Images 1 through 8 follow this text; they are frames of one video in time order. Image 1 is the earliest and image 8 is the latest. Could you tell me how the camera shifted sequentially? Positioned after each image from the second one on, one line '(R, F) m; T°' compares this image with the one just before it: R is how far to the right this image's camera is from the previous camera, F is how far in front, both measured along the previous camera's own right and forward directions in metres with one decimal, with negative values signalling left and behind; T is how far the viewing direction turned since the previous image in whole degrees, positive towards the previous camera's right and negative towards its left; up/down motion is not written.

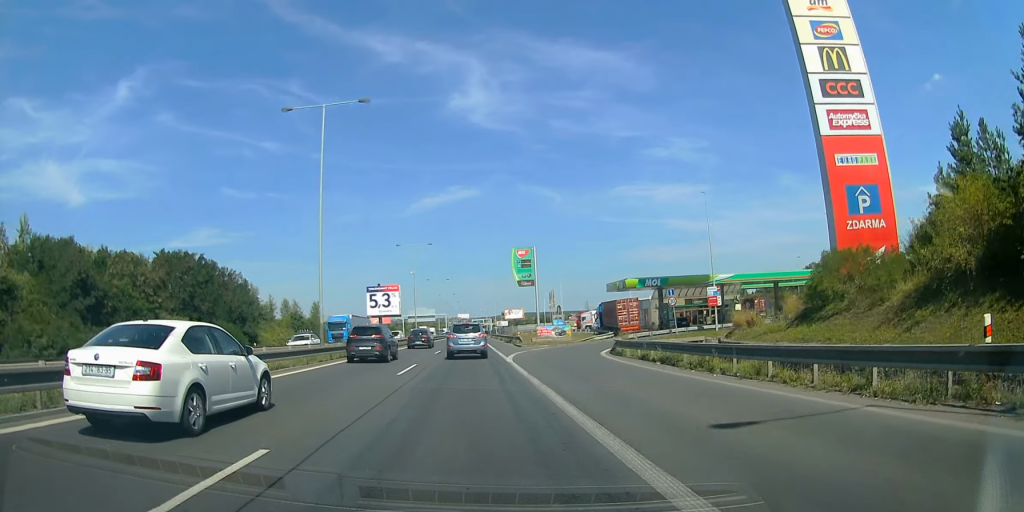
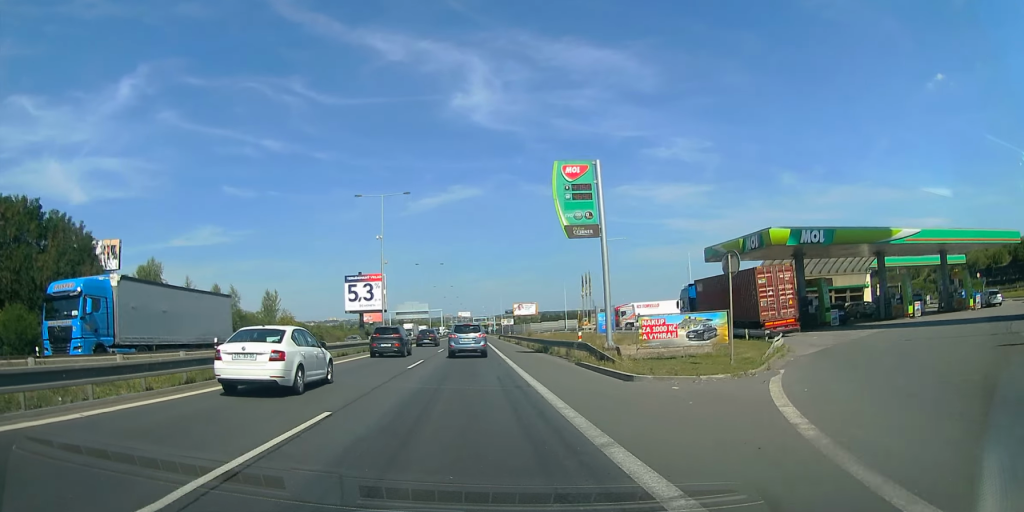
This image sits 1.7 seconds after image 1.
(-0.4, +32.2) m; 0°
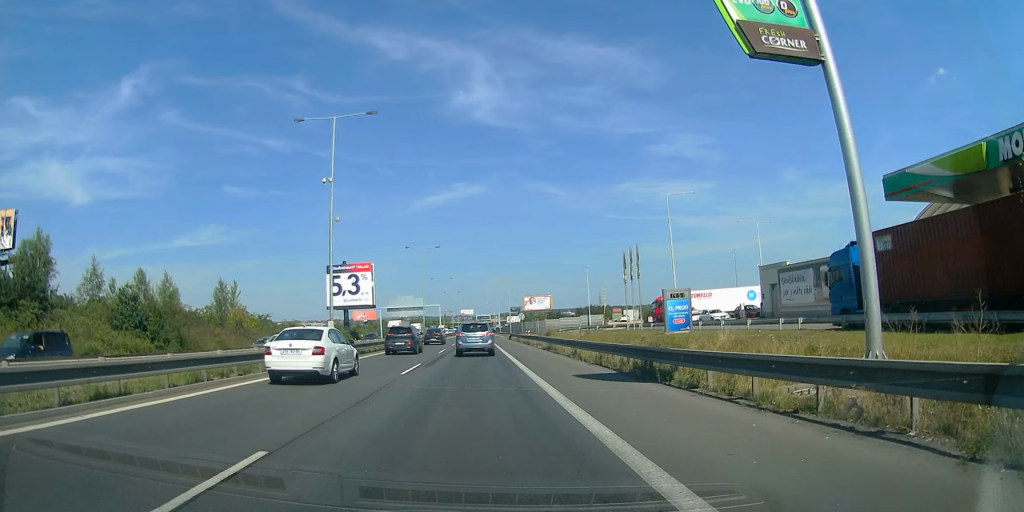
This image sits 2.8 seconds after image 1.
(-0.2, +20.7) m; 0°
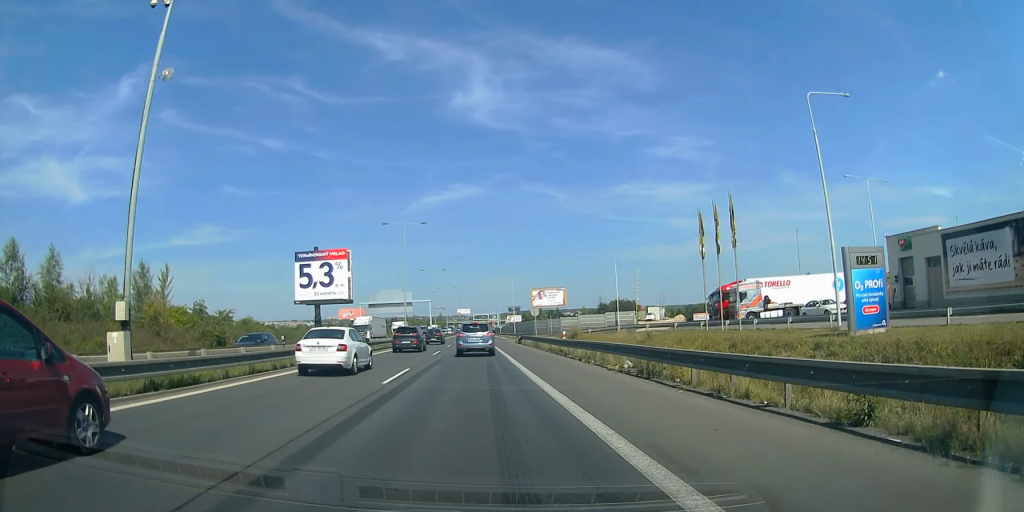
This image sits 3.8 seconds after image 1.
(+0.4, +20.9) m; 0°
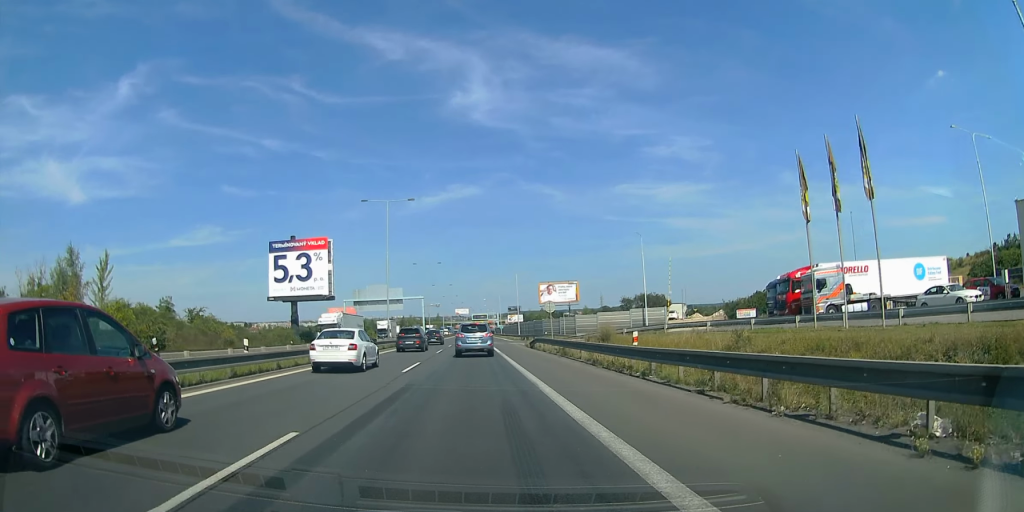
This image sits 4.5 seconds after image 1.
(-0.1, +13.2) m; 0°
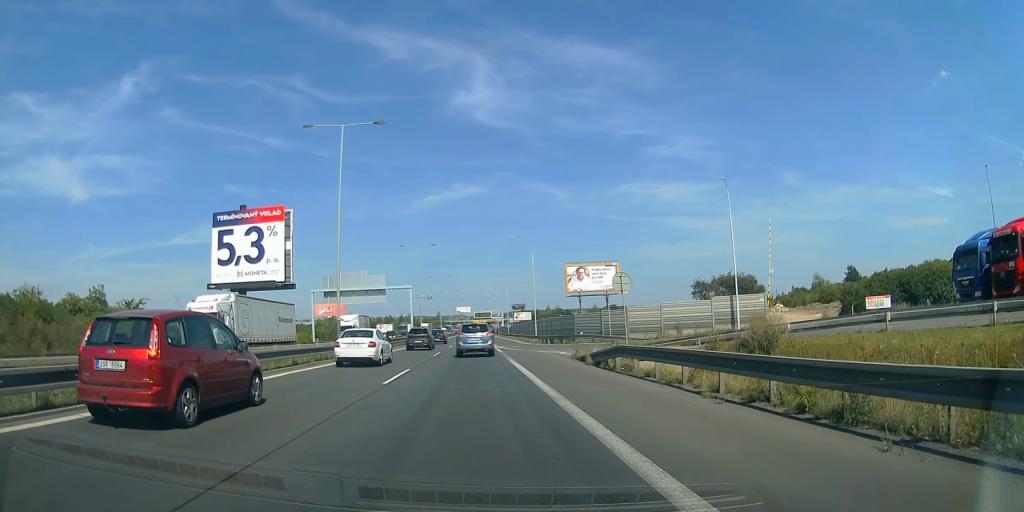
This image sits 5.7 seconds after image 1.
(-0.1, +22.3) m; +2°
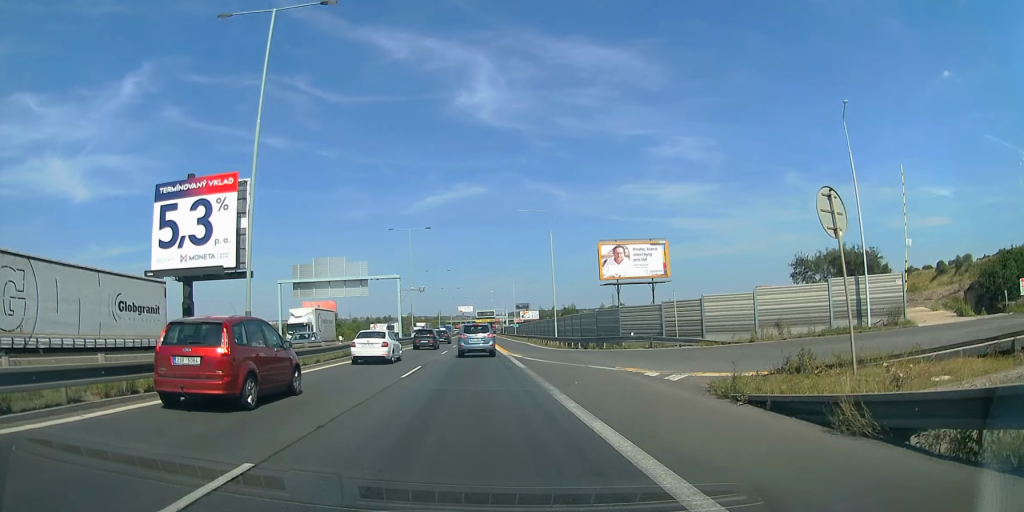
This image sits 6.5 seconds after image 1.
(+0.4, +15.2) m; 0°
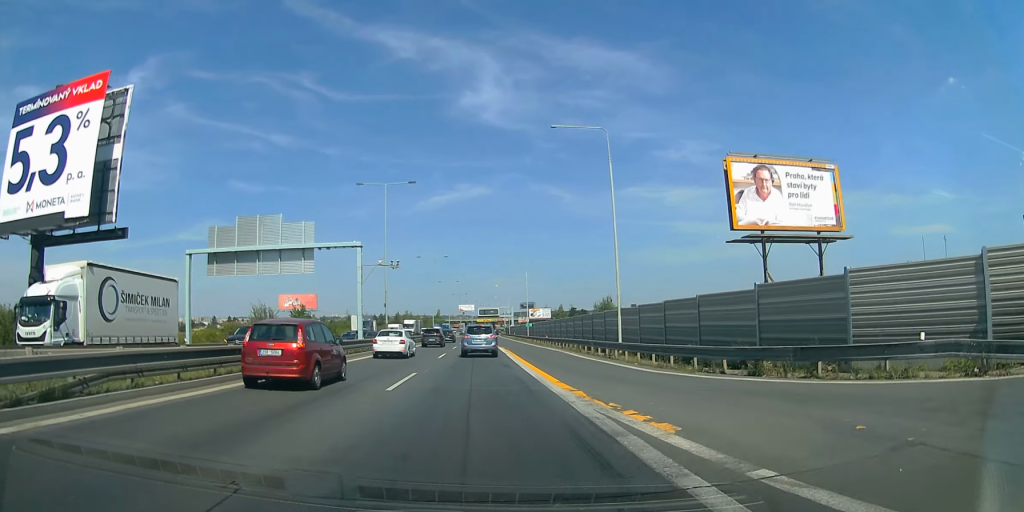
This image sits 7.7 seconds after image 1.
(-0.9, +23.3) m; -2°
